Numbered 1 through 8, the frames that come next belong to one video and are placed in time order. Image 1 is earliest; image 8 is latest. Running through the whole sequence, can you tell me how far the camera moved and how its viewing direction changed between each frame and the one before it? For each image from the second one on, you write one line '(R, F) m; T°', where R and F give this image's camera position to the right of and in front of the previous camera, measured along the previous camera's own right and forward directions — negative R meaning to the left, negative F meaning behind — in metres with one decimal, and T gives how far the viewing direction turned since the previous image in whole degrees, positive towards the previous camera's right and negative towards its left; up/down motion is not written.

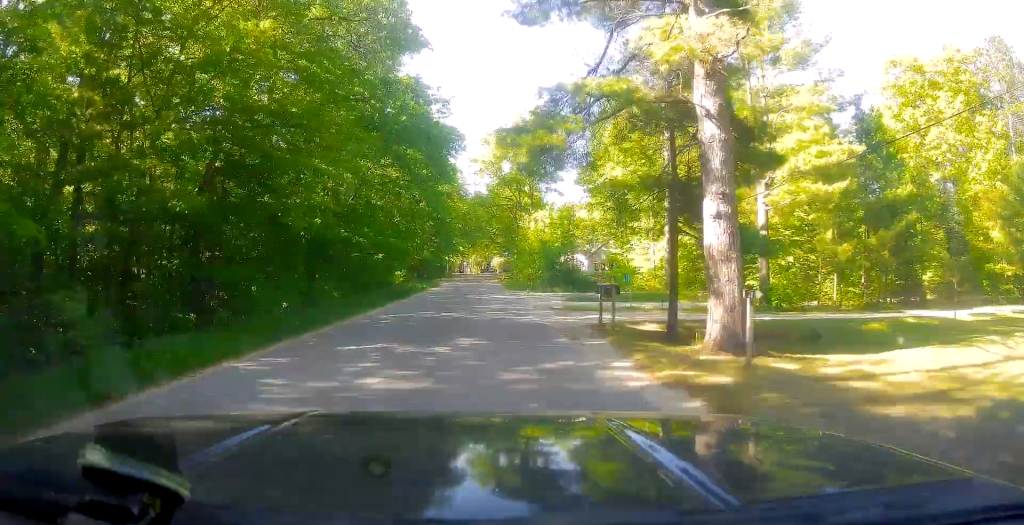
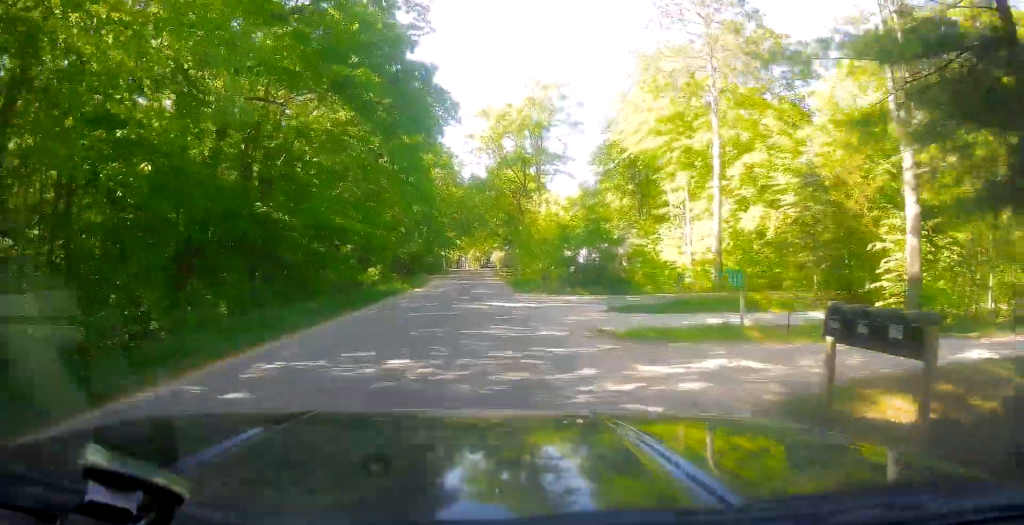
(0.0, +12.5) m; 0°
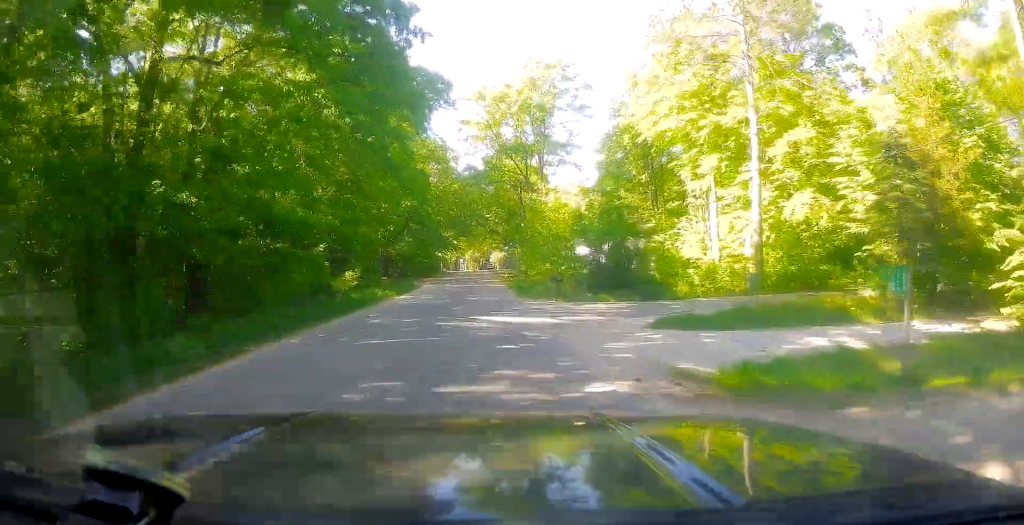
(0.0, +6.9) m; 0°
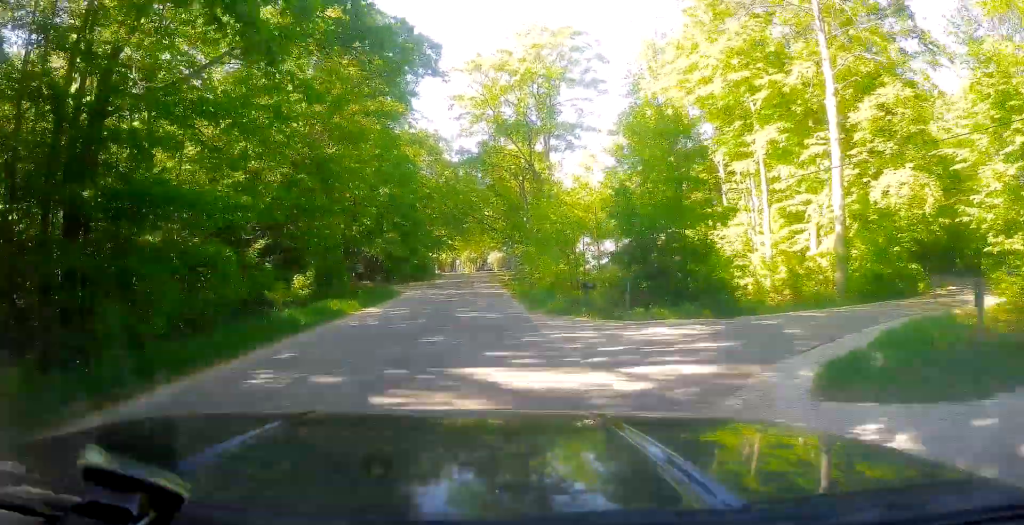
(0.0, +9.5) m; 0°
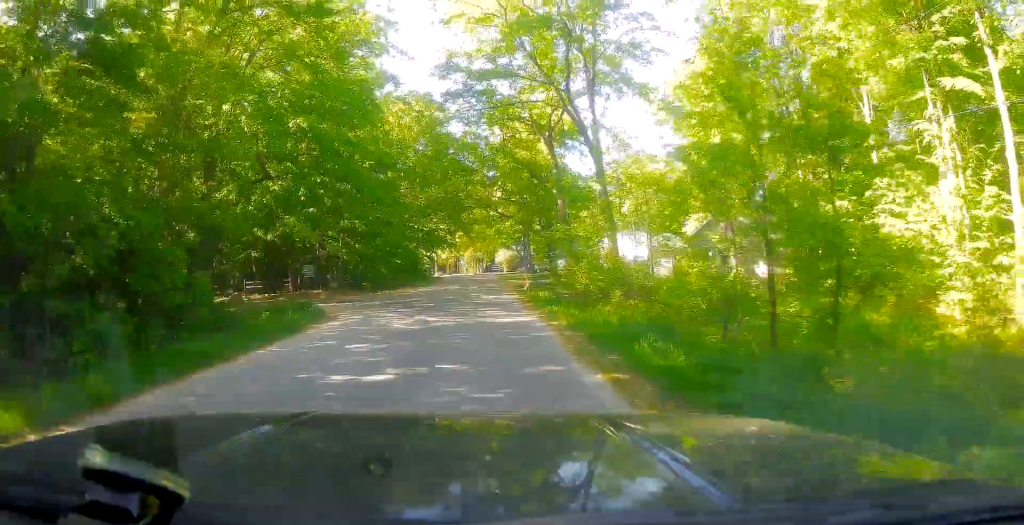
(0.0, +21.5) m; 0°
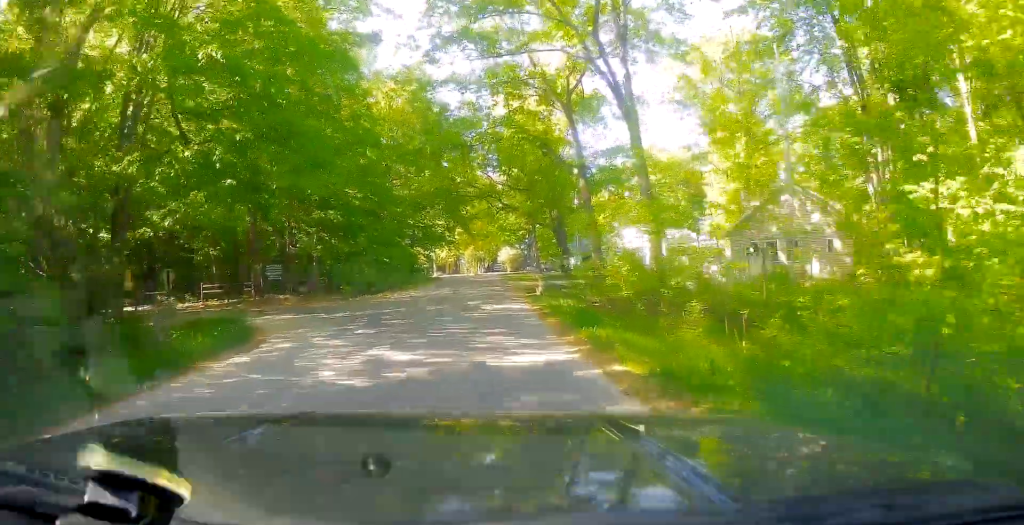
(0.0, +8.4) m; 0°
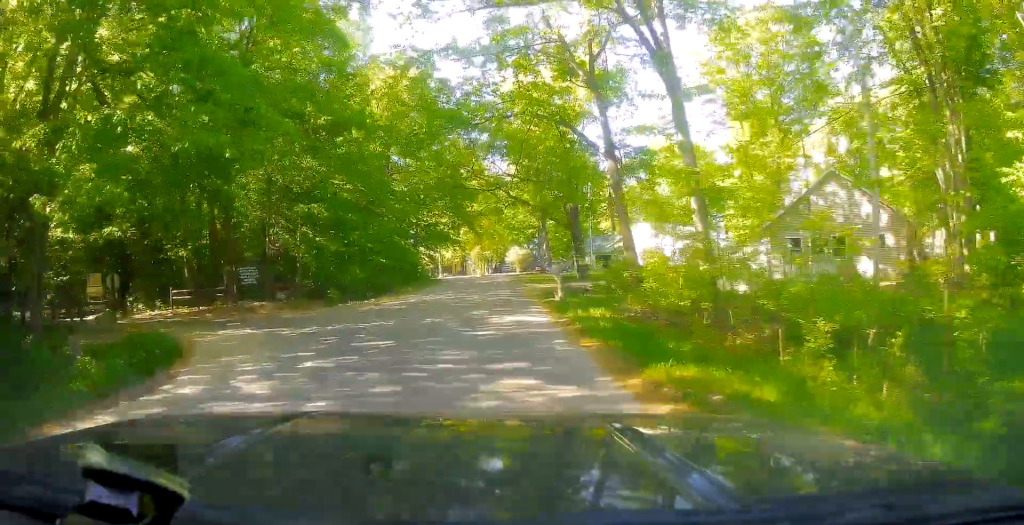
(0.0, +5.5) m; 0°
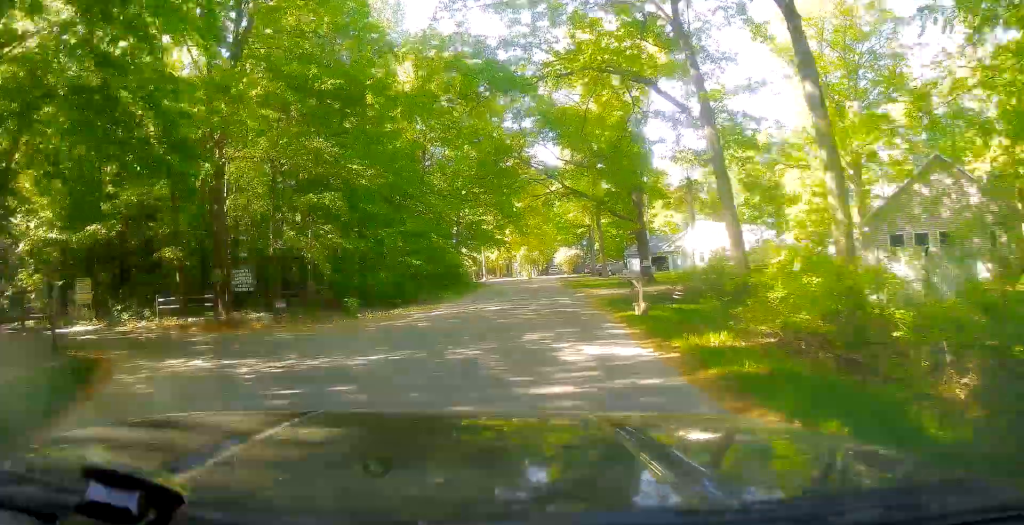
(0.0, +7.0) m; -2°
